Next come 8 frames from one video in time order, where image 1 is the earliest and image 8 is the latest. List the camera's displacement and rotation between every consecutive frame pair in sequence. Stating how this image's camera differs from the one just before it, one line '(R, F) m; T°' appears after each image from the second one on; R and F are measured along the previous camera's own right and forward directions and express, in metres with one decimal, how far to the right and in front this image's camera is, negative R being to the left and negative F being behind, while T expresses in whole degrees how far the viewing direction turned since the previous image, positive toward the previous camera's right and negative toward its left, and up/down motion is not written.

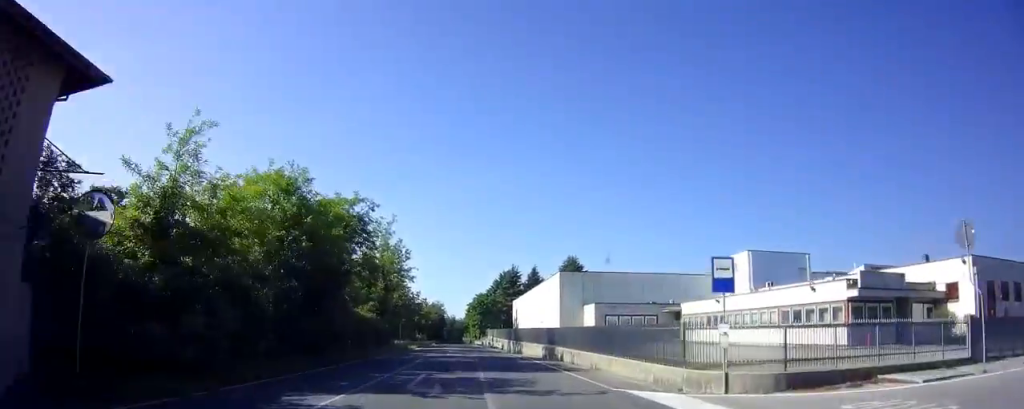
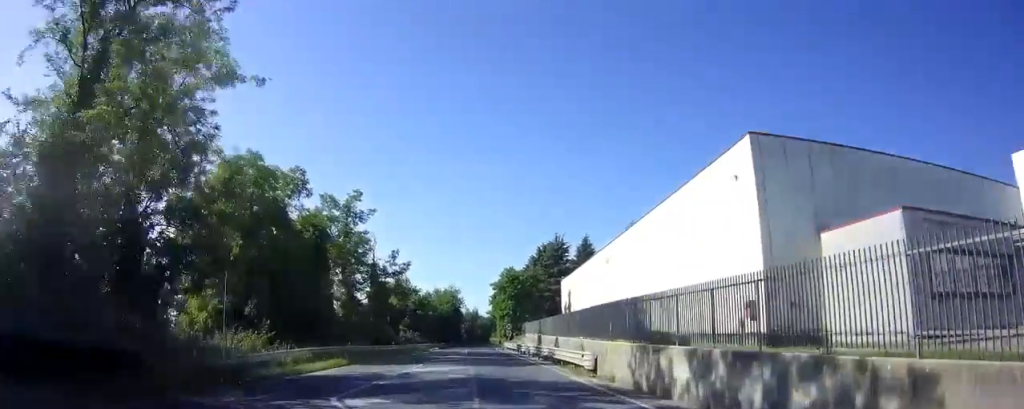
(-0.9, +42.2) m; -2°
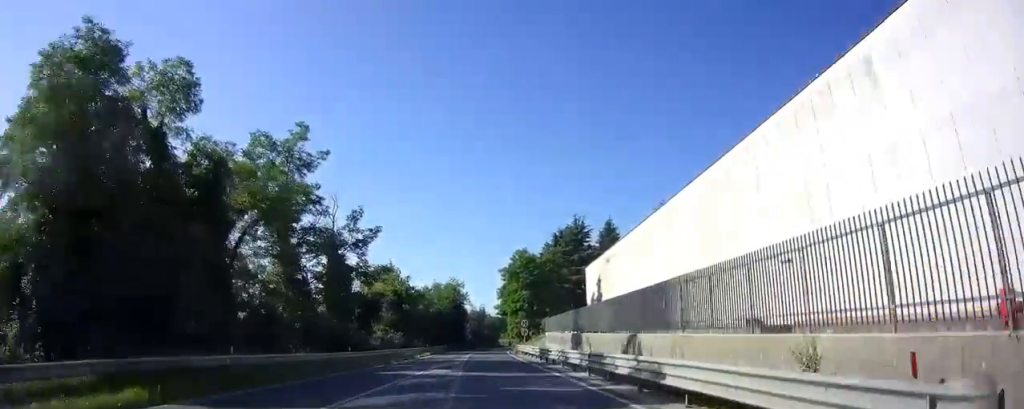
(-0.1, +15.2) m; 0°
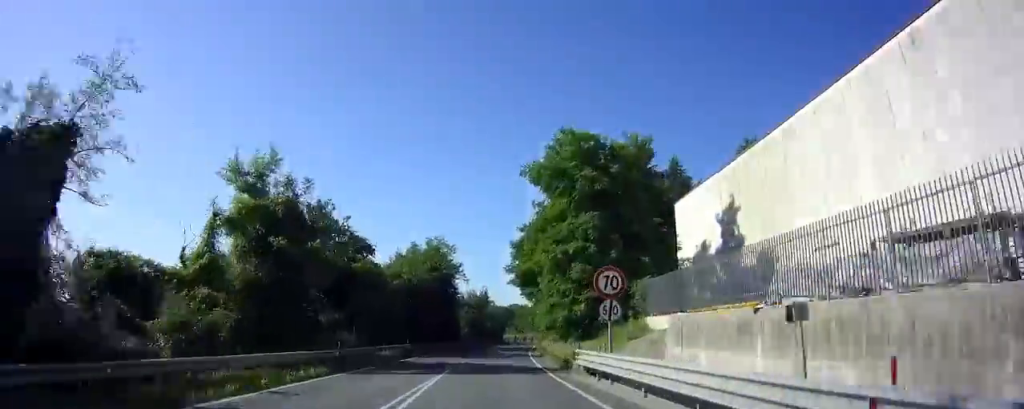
(+0.5, +31.8) m; +3°
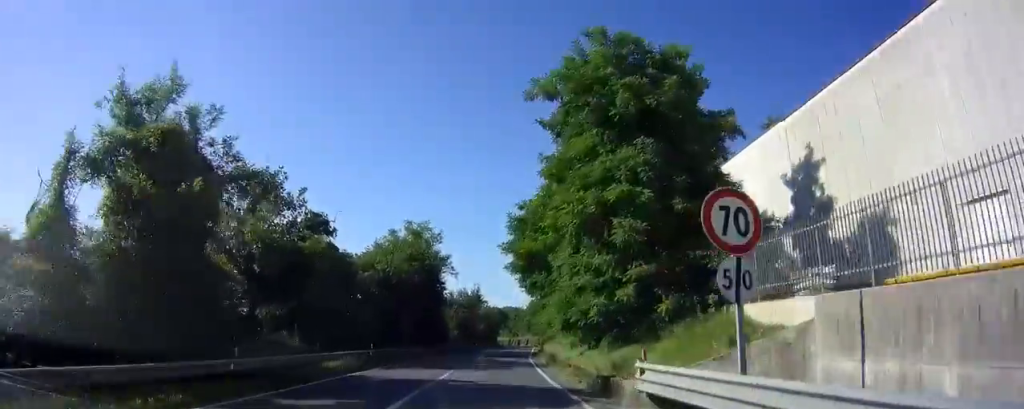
(+0.1, +8.0) m; +1°
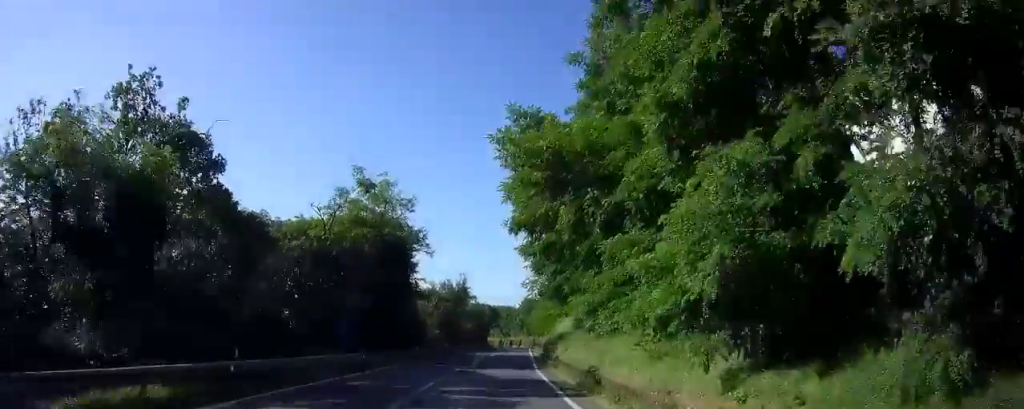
(+0.1, +12.9) m; +1°
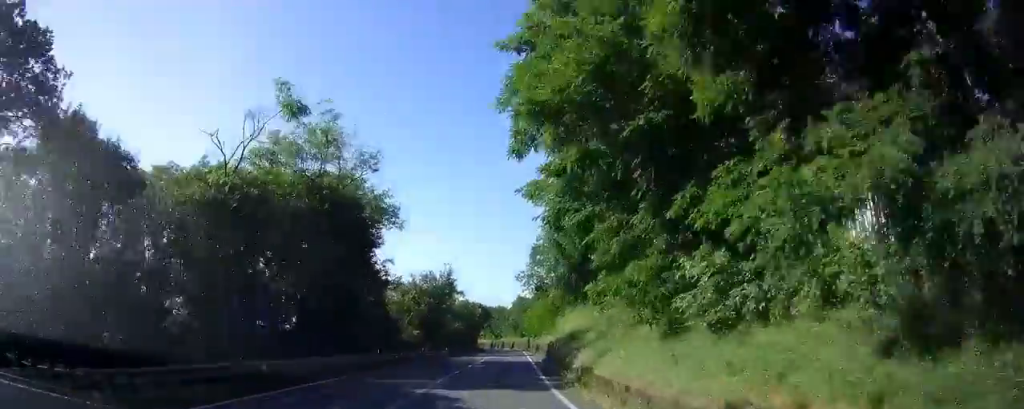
(0.0, +8.6) m; +1°
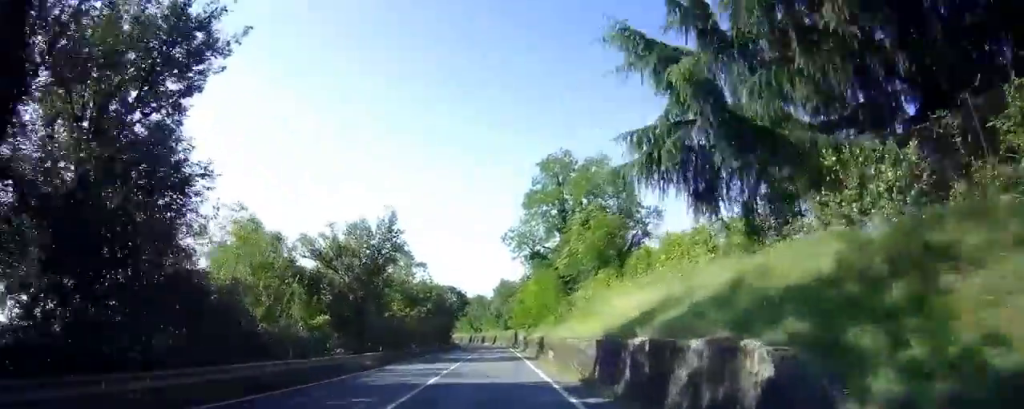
(+0.2, +21.8) m; +1°
